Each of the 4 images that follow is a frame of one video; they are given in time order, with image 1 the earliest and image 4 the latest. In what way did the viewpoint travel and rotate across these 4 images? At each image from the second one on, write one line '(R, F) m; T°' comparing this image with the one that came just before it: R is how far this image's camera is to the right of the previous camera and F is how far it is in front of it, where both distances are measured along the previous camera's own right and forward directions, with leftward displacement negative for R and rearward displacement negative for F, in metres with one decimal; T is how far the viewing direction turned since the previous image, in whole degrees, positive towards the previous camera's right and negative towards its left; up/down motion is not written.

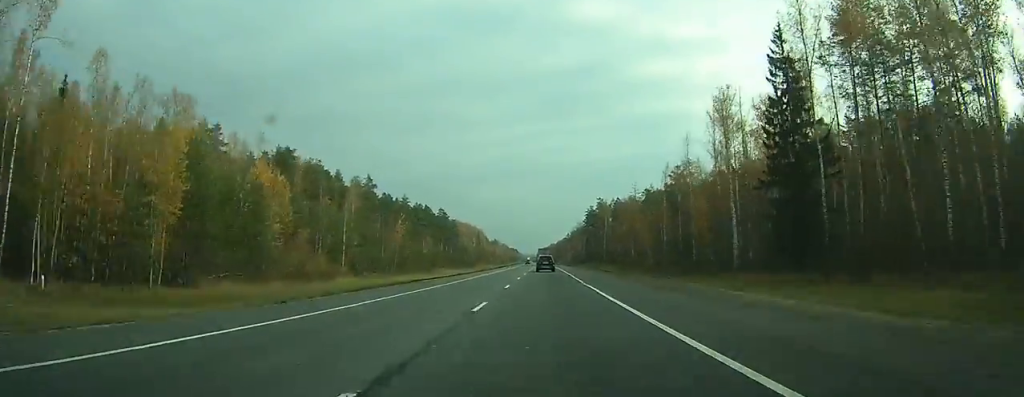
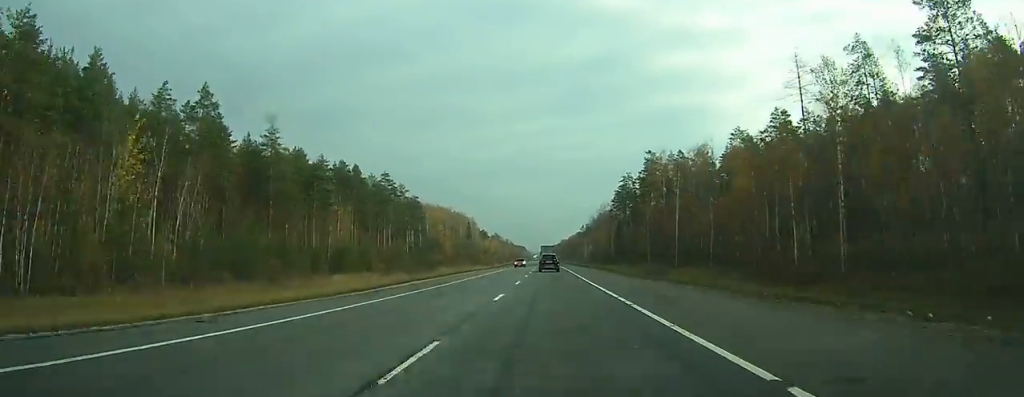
(-0.6, +93.3) m; -1°
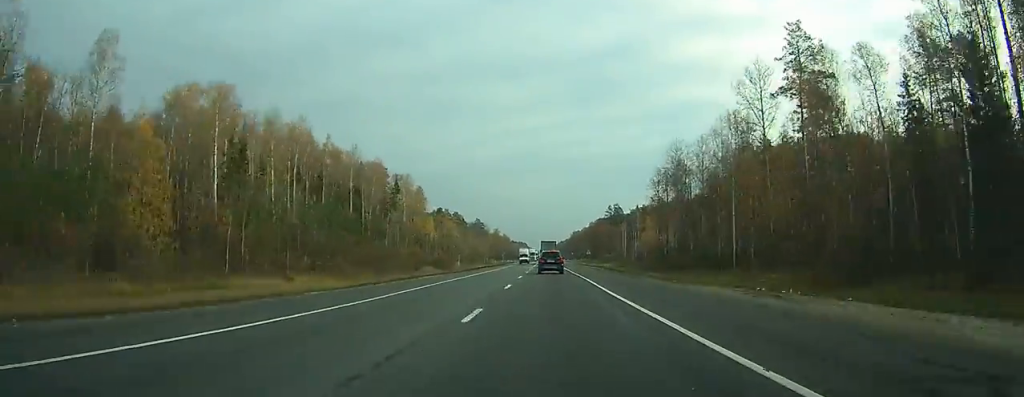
(-1.1, +164.2) m; 0°
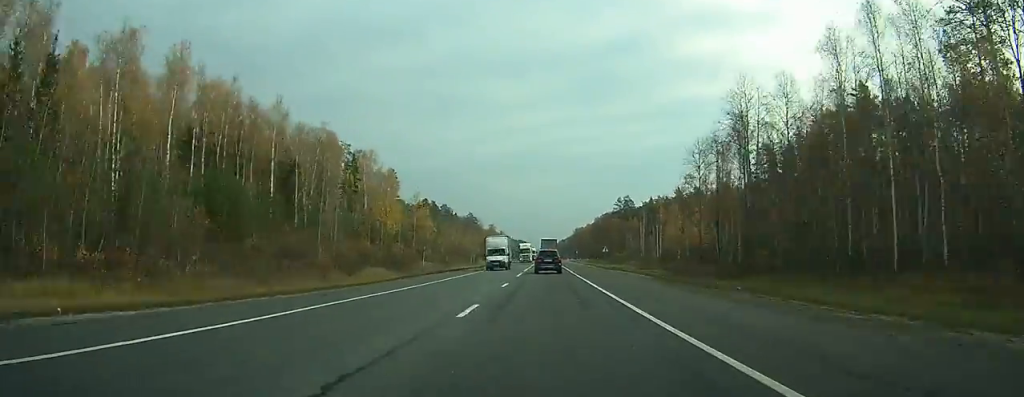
(+0.1, +37.8) m; 0°
